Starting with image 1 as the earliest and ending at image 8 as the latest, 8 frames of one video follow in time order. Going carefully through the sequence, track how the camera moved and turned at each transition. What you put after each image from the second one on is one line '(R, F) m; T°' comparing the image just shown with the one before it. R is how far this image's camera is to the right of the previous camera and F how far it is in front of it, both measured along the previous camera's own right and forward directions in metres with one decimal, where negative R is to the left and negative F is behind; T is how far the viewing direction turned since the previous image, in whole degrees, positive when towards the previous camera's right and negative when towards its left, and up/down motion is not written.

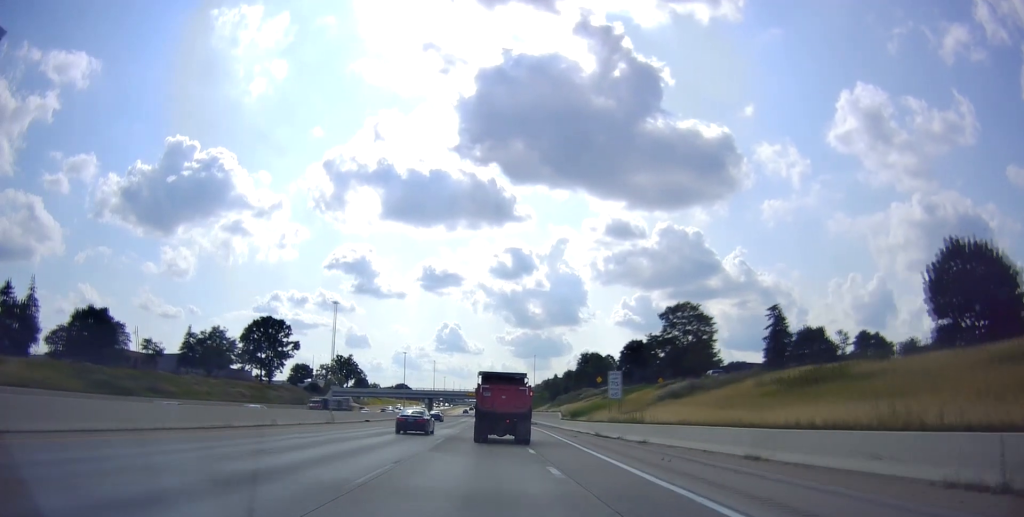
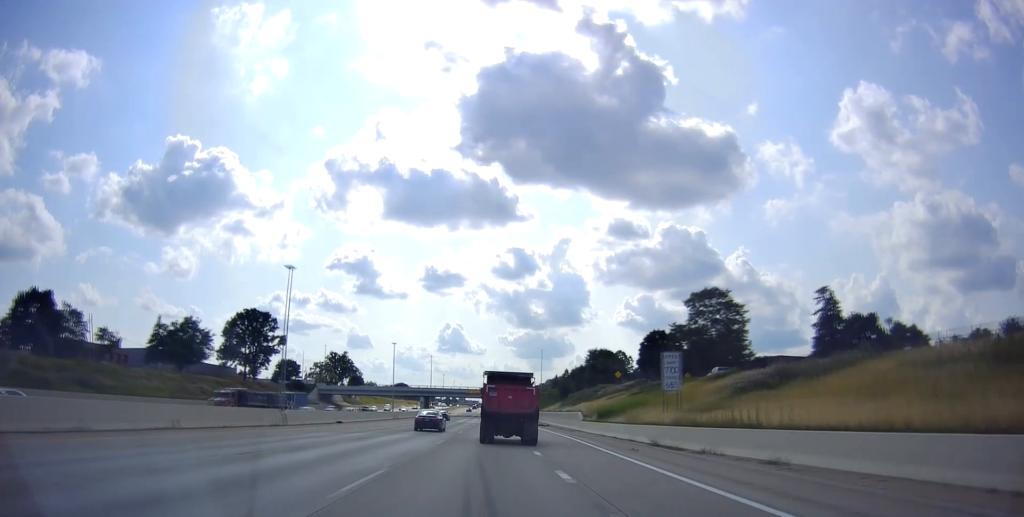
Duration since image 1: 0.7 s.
(+0.1, +16.1) m; +1°
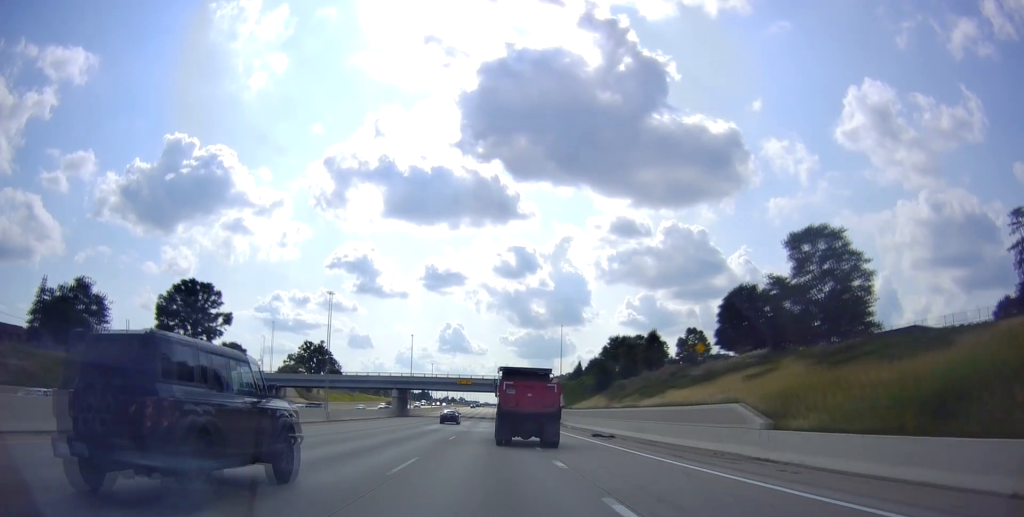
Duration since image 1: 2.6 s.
(-0.3, +42.3) m; -1°
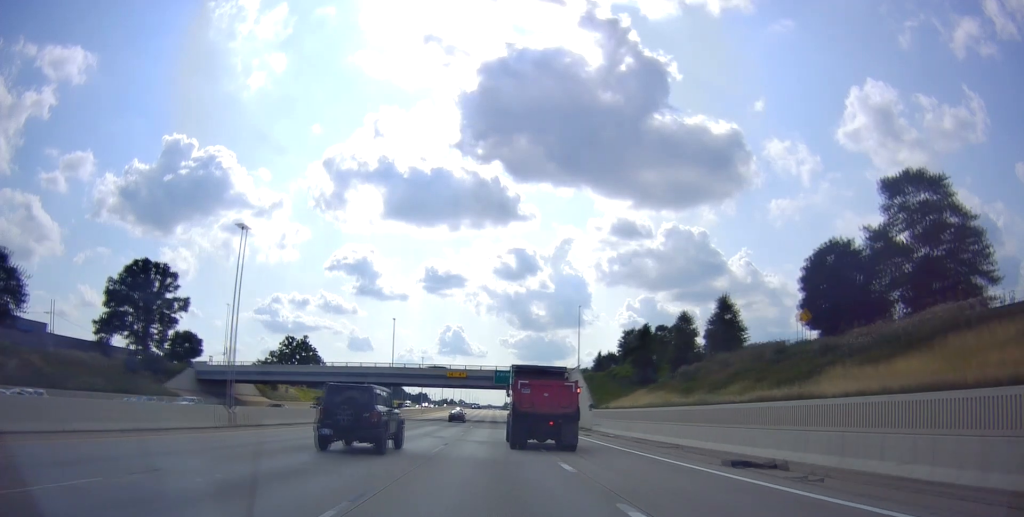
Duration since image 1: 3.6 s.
(0.0, +22.6) m; 0°
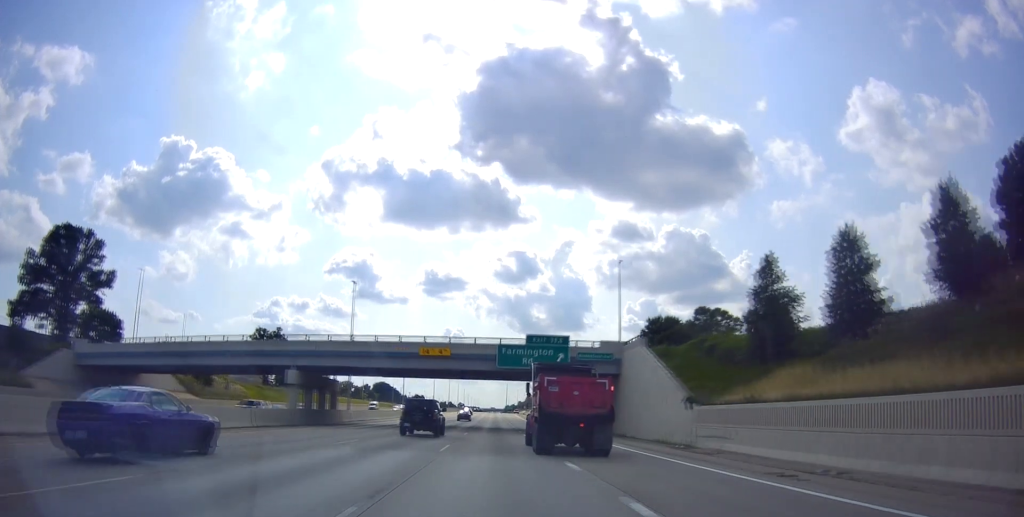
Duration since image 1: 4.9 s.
(0.0, +30.1) m; +1°
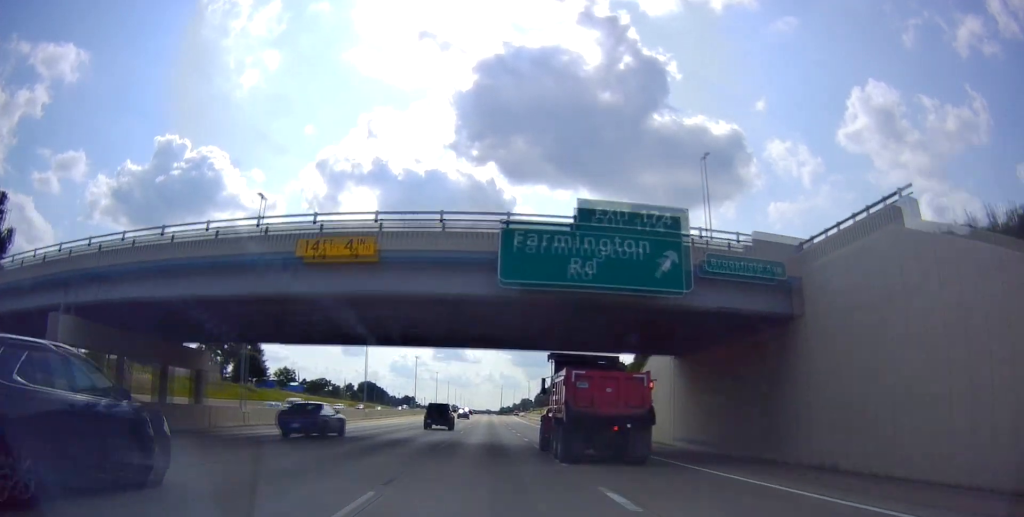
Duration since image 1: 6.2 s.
(+0.5, +28.8) m; +2°
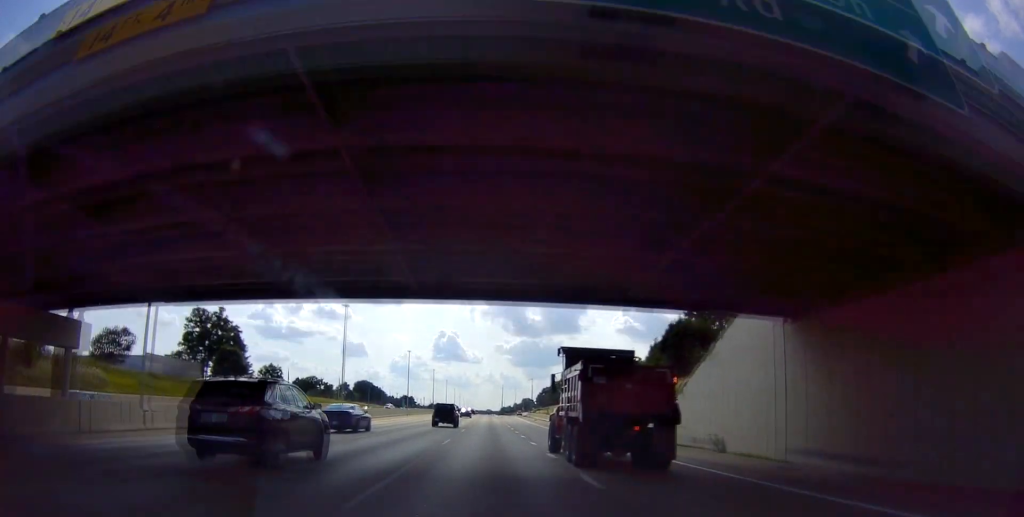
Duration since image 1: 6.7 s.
(+0.1, +12.6) m; 0°
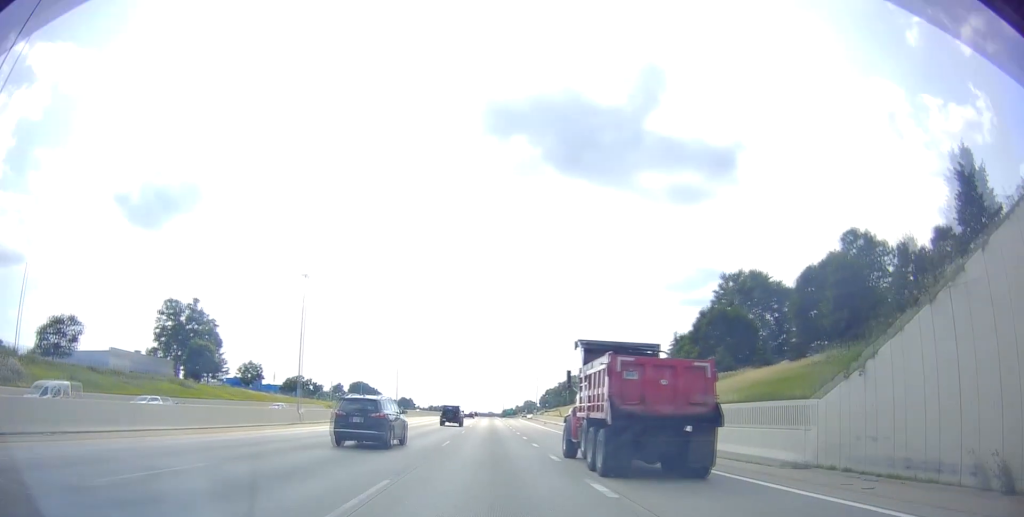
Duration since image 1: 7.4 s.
(+0.1, +15.8) m; -1°
